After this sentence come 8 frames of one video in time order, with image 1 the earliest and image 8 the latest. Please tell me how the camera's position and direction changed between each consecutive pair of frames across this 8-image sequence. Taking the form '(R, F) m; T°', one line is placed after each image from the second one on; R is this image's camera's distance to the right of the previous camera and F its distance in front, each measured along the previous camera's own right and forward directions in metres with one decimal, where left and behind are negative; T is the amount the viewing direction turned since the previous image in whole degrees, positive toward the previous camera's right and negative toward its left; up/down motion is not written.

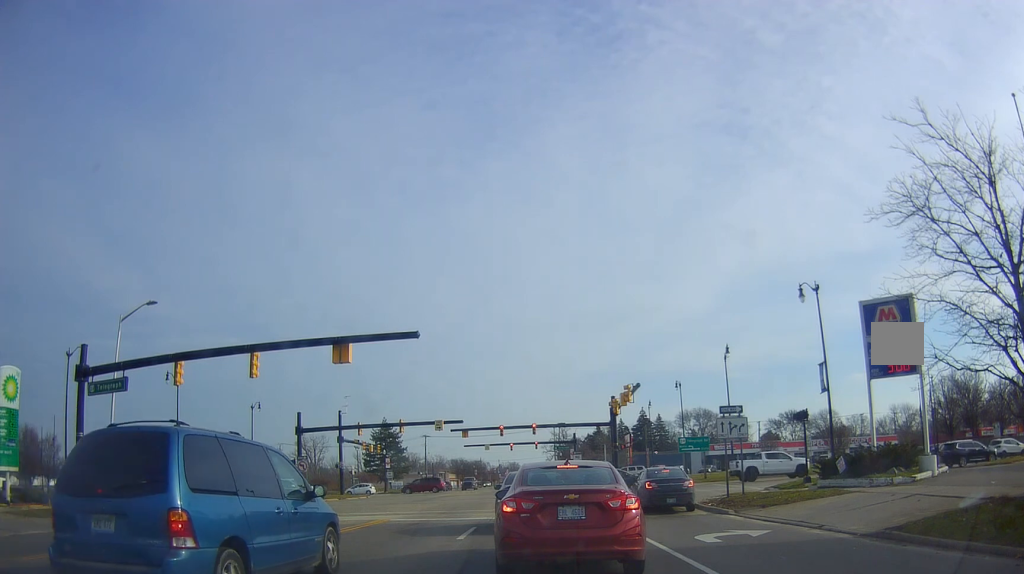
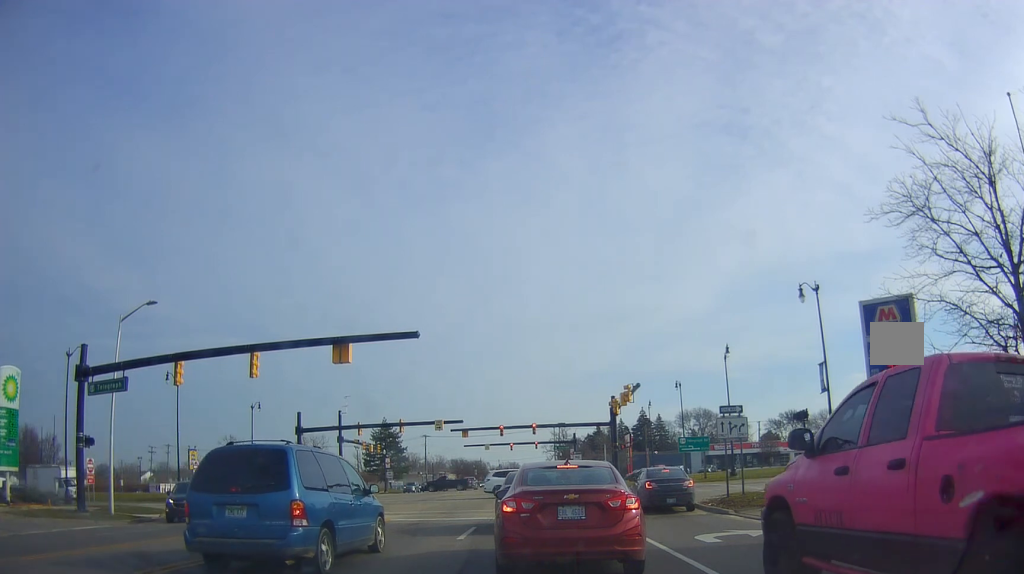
(0.0, 0.0) m; 0°
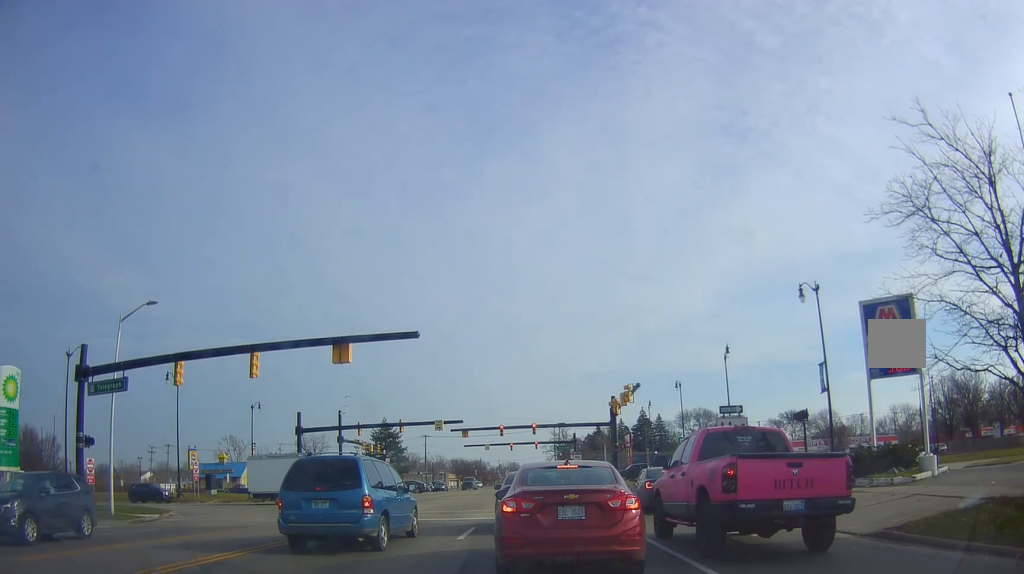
(0.0, 0.0) m; 0°
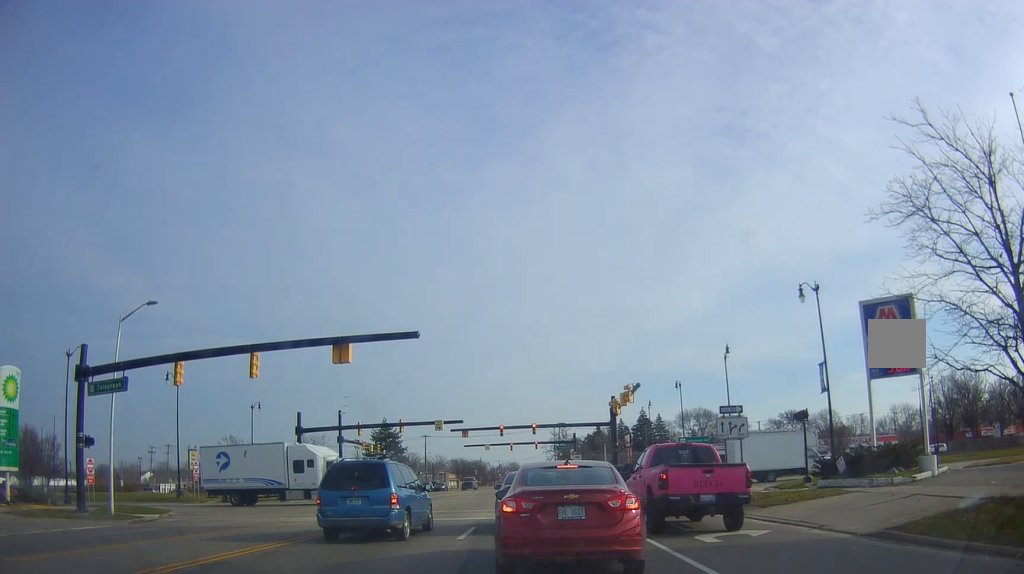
(0.0, 0.0) m; 0°
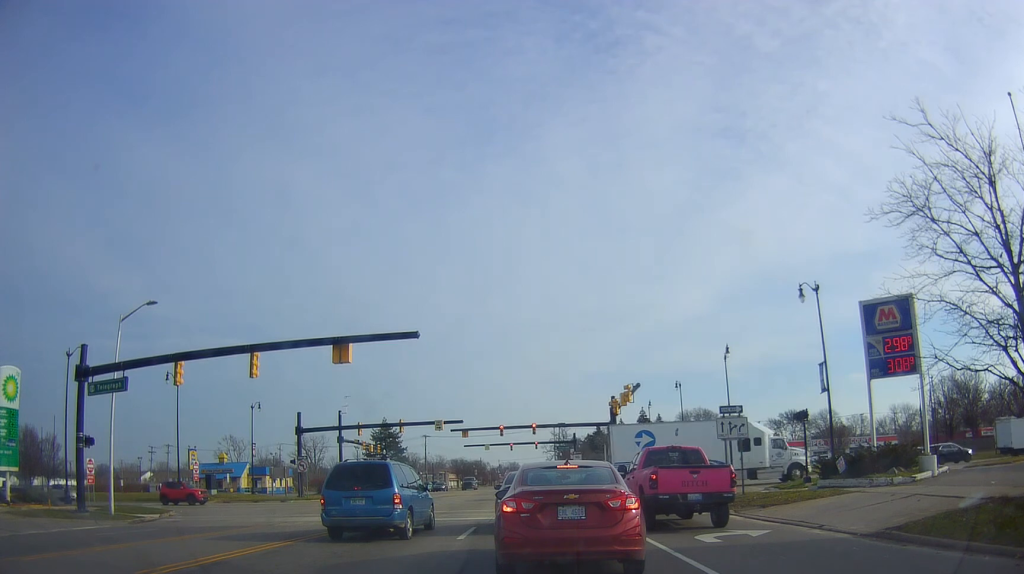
(0.0, 0.0) m; 0°
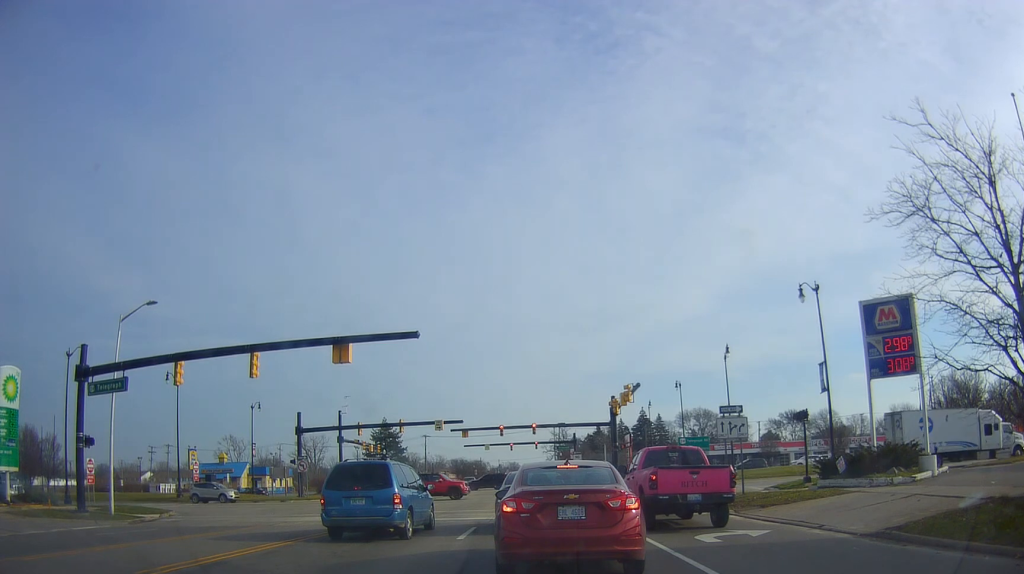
(0.0, 0.0) m; 0°
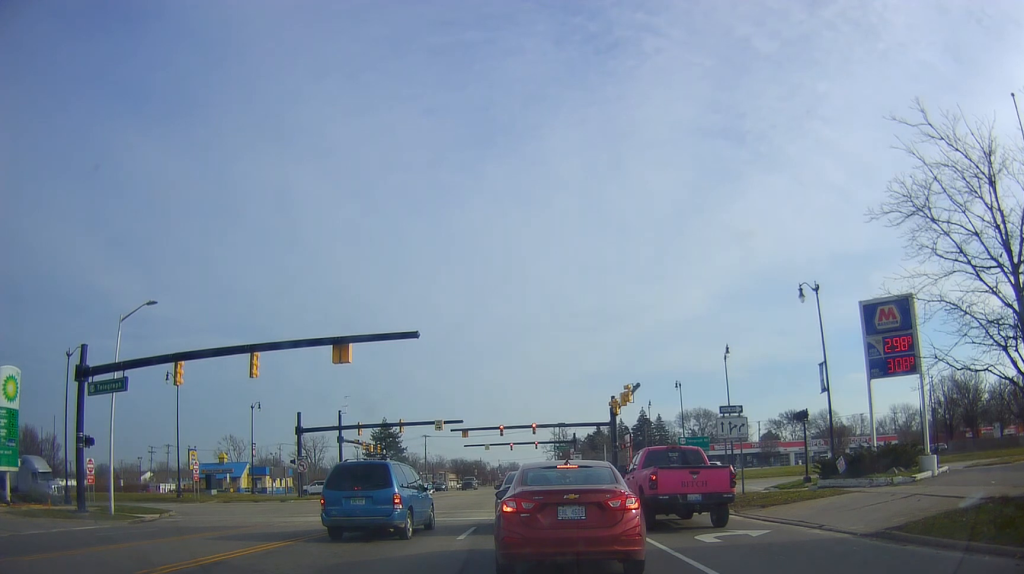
(0.0, 0.0) m; 0°
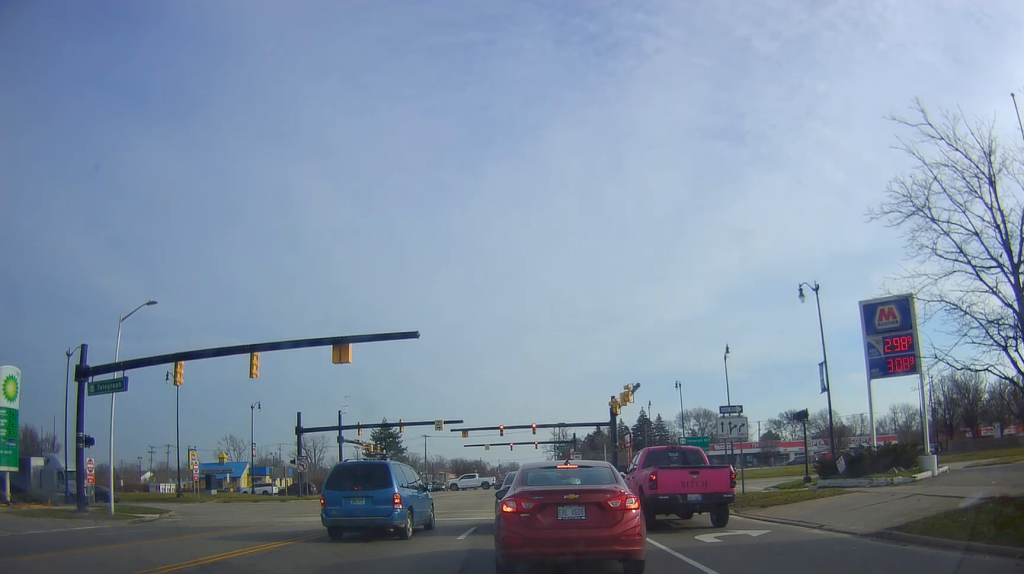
(0.0, 0.0) m; 0°
